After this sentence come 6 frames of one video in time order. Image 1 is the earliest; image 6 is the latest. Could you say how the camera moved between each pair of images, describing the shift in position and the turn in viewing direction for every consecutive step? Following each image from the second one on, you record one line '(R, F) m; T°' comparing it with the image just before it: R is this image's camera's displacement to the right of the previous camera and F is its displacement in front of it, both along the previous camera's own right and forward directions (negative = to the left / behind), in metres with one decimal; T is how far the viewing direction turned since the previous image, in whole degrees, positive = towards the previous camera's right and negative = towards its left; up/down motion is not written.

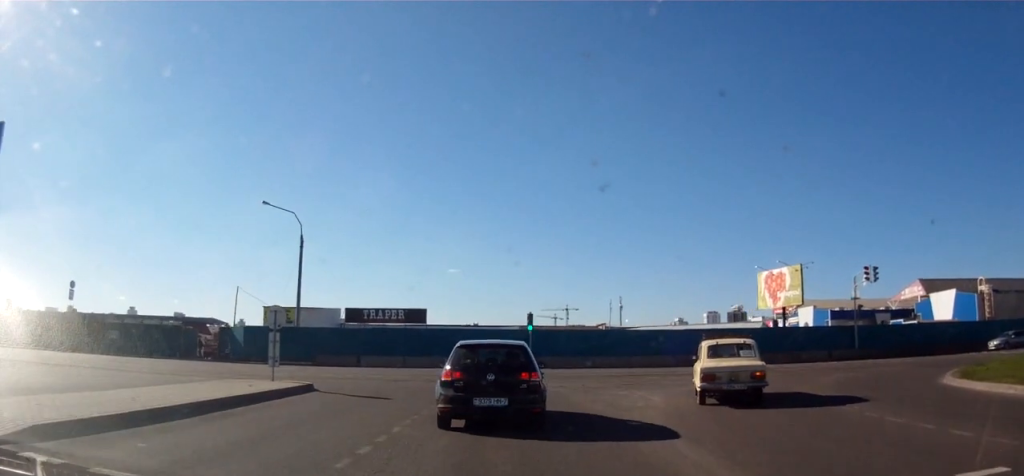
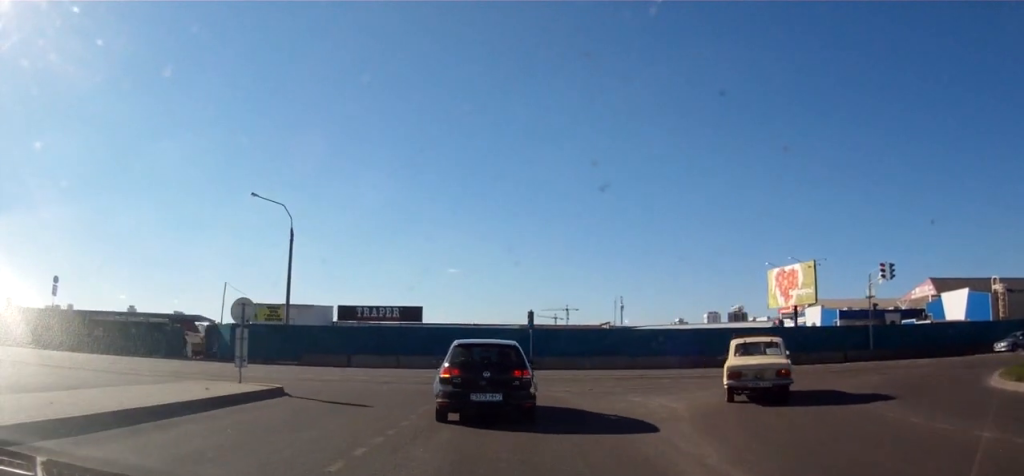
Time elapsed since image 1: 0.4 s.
(-0.1, +2.2) m; 0°
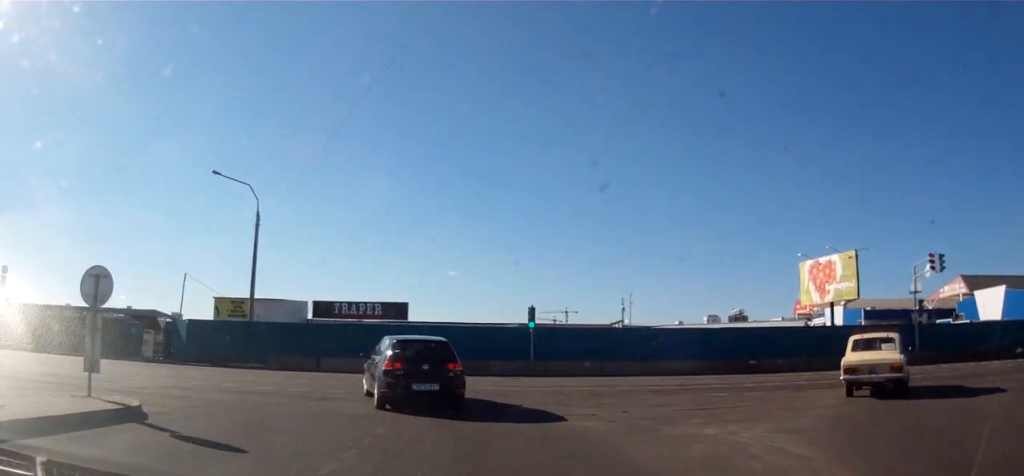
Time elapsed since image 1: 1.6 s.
(+0.1, +6.3) m; +2°
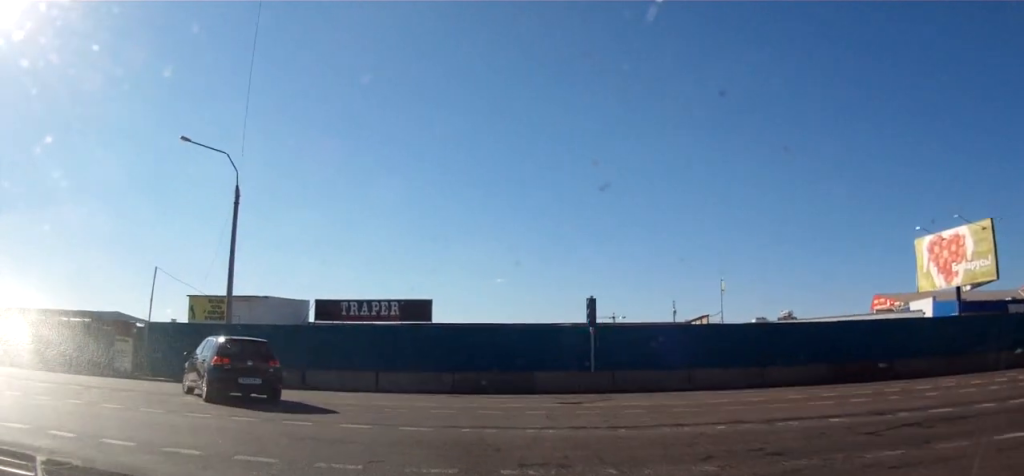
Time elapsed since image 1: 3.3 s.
(-0.2, +9.1) m; -4°
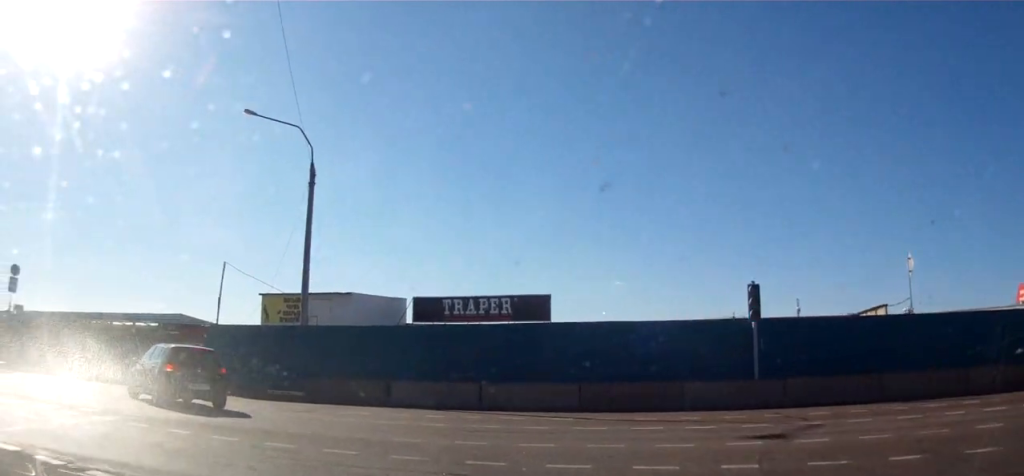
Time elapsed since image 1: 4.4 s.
(-0.2, +6.0) m; -7°
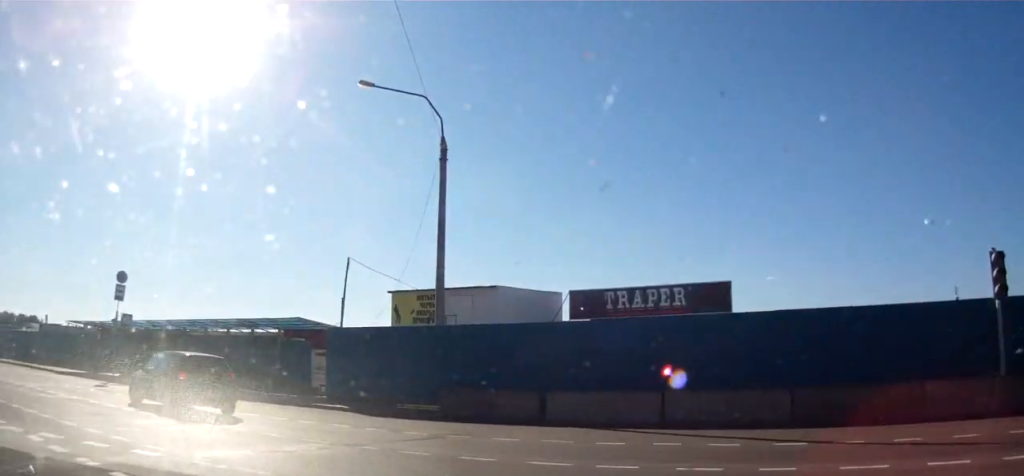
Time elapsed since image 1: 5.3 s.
(-0.4, +4.6) m; -11°
